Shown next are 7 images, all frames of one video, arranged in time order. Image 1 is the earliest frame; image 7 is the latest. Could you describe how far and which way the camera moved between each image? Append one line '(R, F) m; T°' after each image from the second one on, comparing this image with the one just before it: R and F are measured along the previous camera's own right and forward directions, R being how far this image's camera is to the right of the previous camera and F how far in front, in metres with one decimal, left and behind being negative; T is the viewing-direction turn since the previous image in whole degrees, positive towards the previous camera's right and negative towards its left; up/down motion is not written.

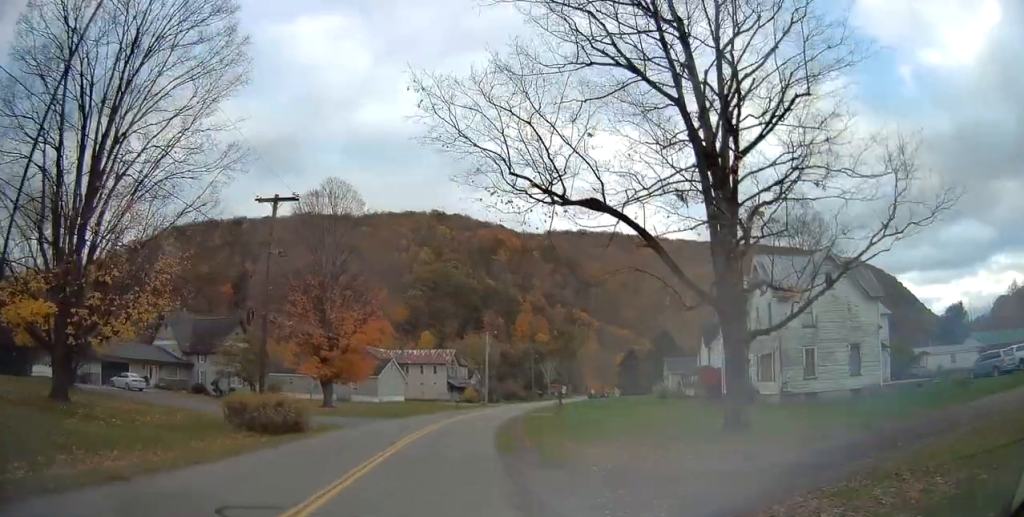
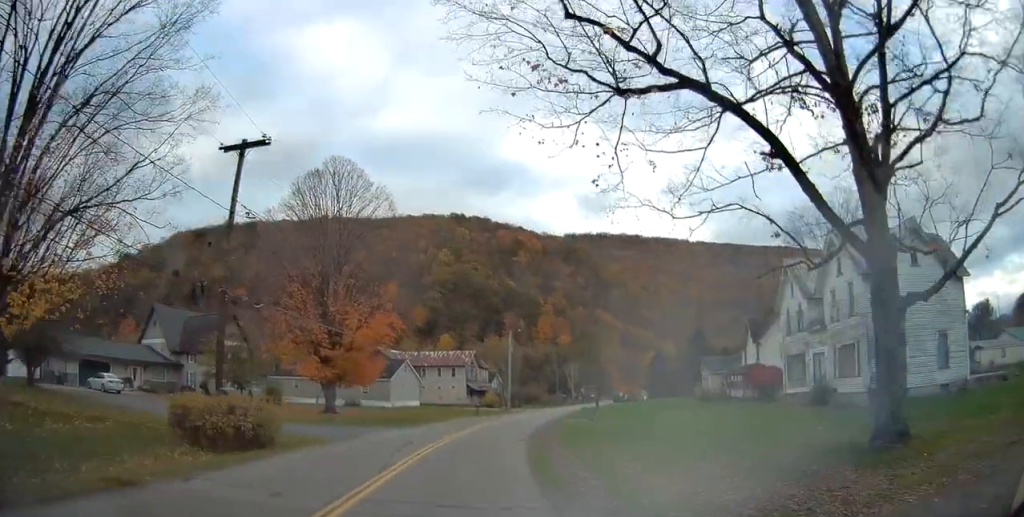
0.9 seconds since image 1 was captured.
(-0.1, +7.2) m; 0°
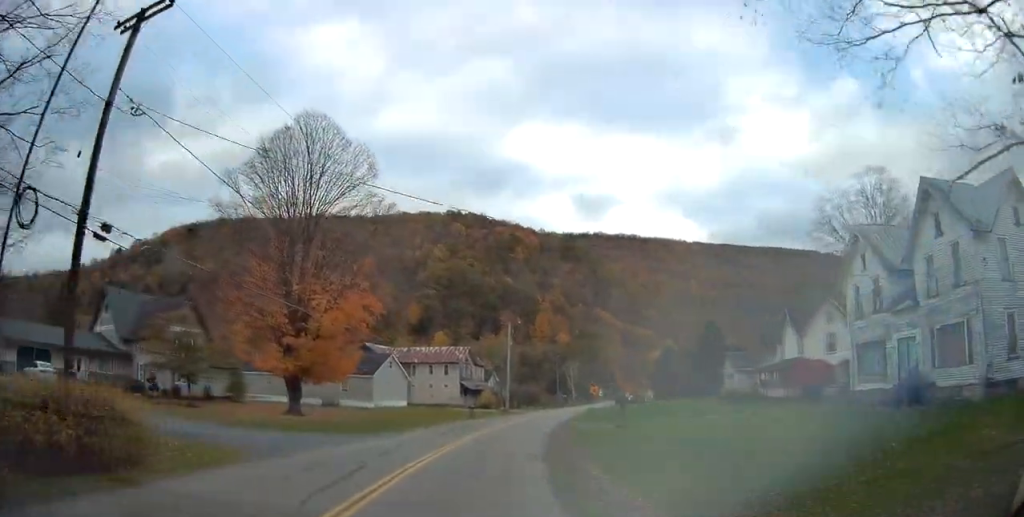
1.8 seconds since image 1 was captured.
(+0.1, +8.8) m; +2°
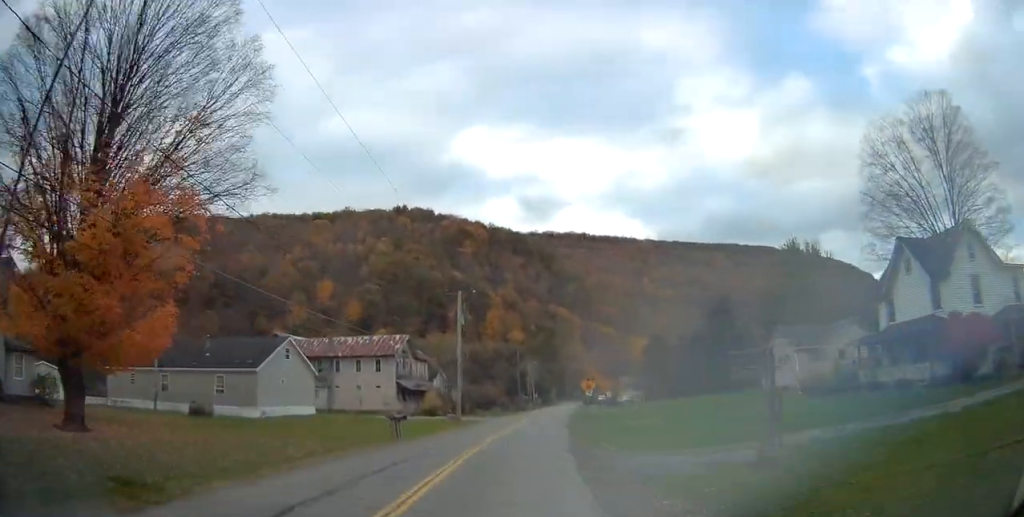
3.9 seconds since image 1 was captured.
(+0.6, +21.3) m; +6°
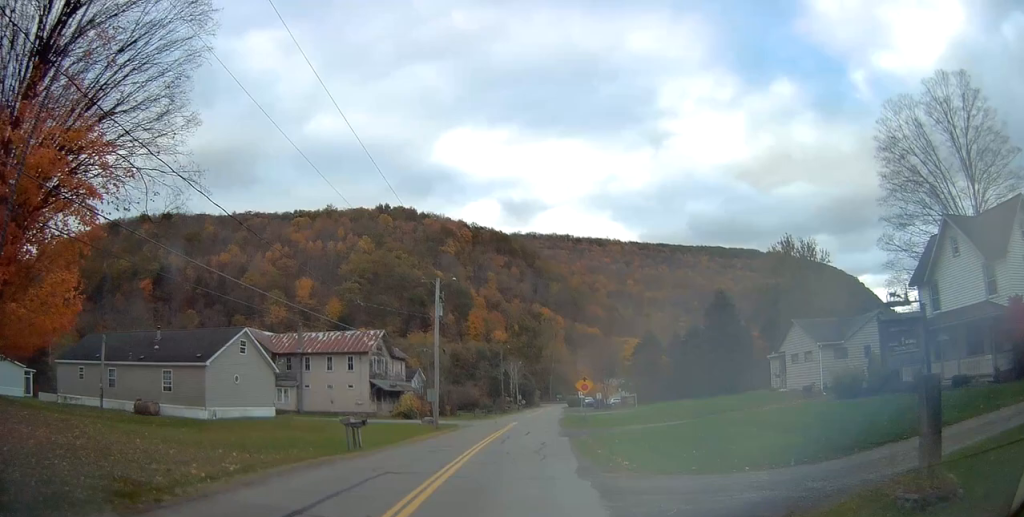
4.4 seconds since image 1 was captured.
(0.0, +5.4) m; +3°
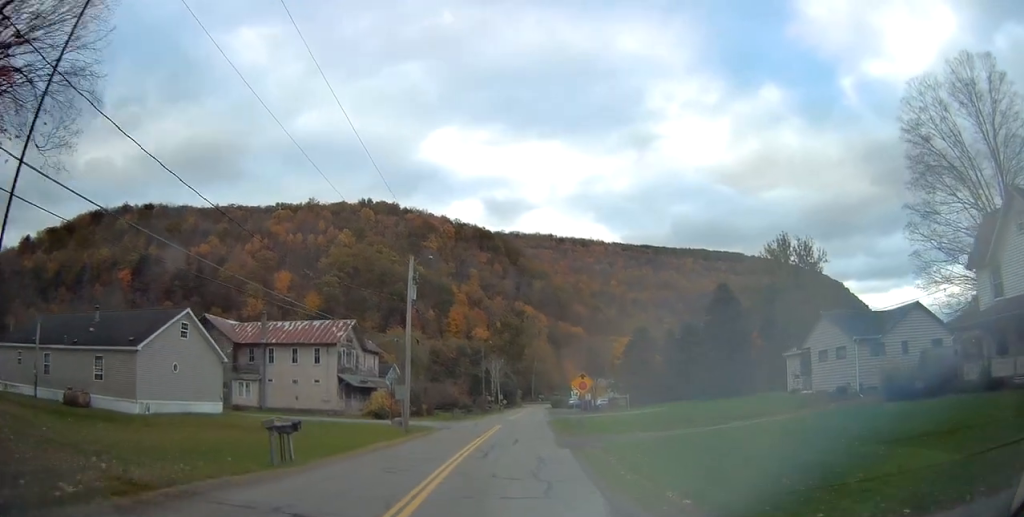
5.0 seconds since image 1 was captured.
(+0.4, +6.1) m; +1°
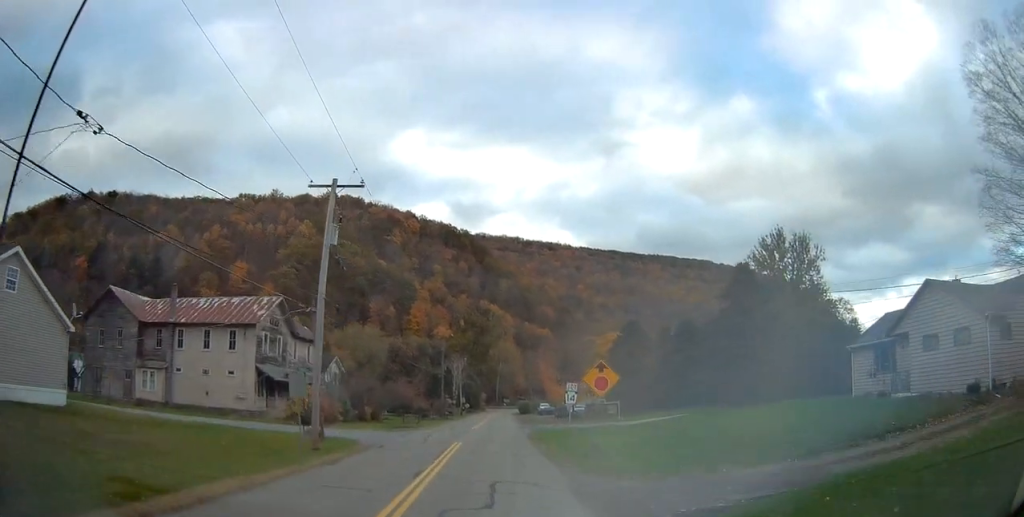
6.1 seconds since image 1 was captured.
(+0.1, +13.1) m; +1°
